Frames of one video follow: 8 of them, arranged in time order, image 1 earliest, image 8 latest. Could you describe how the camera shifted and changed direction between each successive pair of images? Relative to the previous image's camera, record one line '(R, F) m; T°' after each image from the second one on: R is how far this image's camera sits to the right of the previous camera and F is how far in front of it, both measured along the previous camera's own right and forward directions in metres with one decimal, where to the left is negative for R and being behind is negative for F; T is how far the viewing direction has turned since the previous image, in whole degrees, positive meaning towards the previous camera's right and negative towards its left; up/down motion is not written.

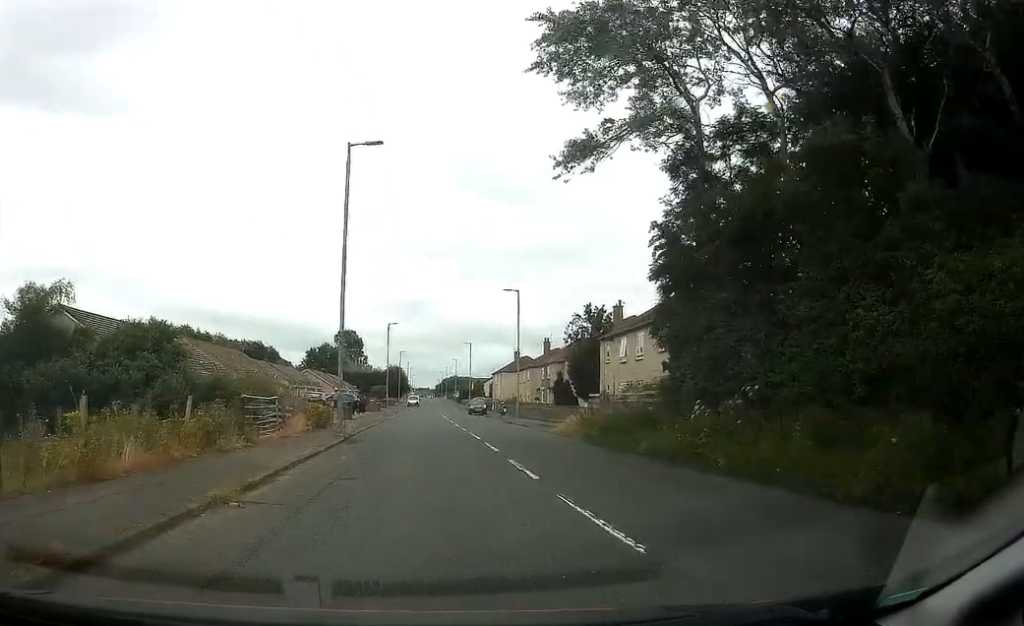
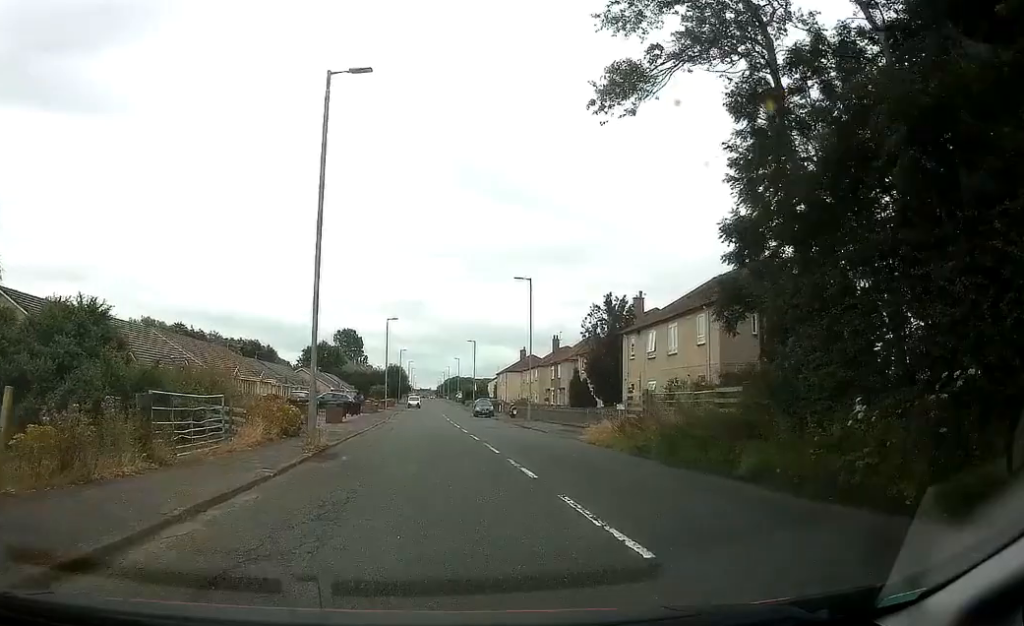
(0.0, +5.6) m; 0°
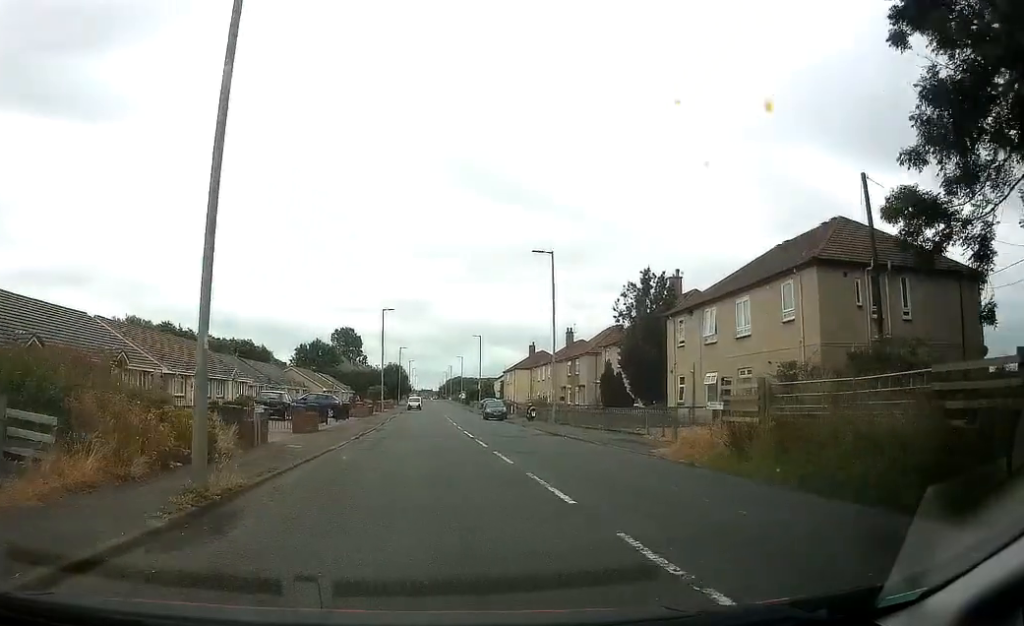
(0.0, +9.1) m; 0°
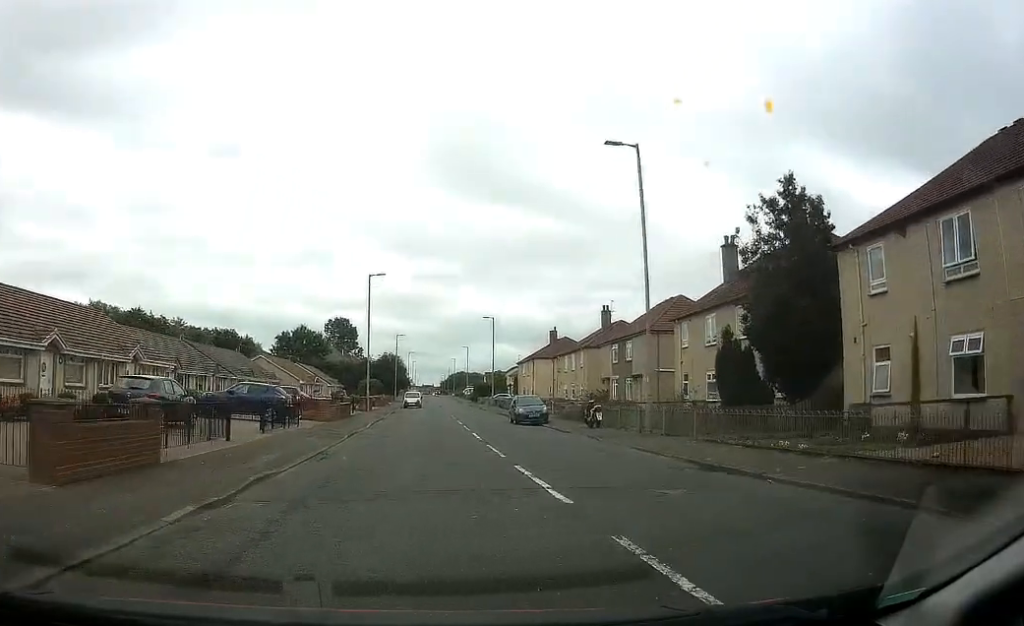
(0.0, +18.0) m; 0°
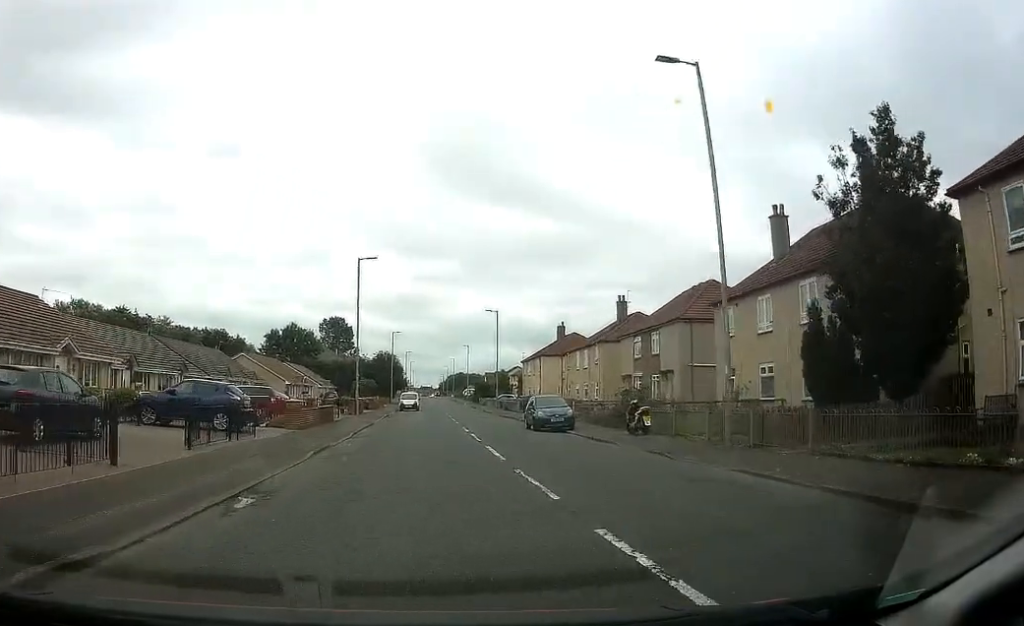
(0.0, +6.3) m; 0°
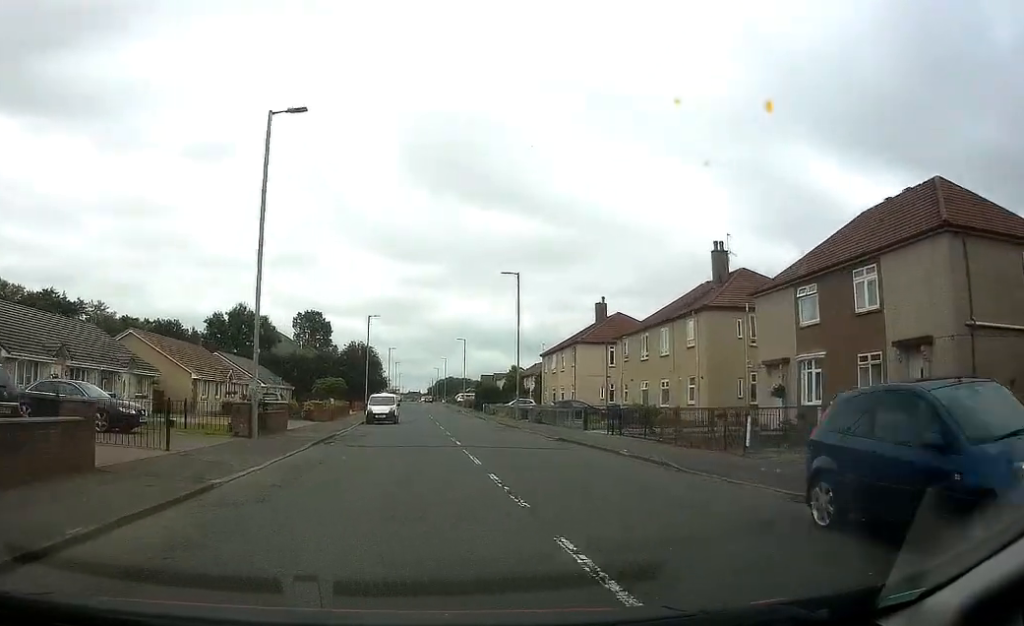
(-0.1, +25.1) m; +1°
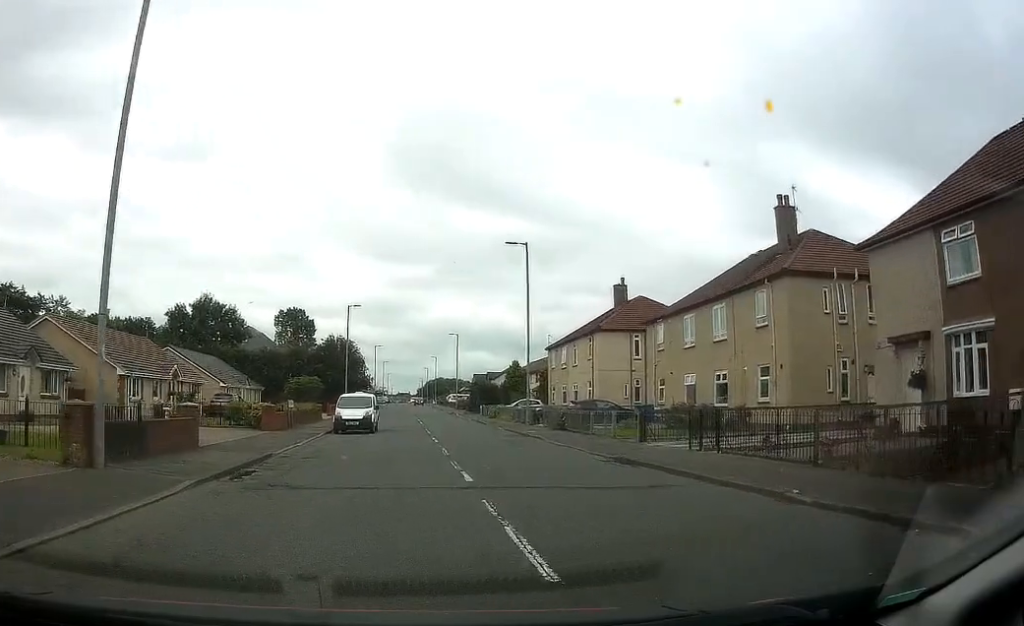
(+0.2, +9.4) m; +2°
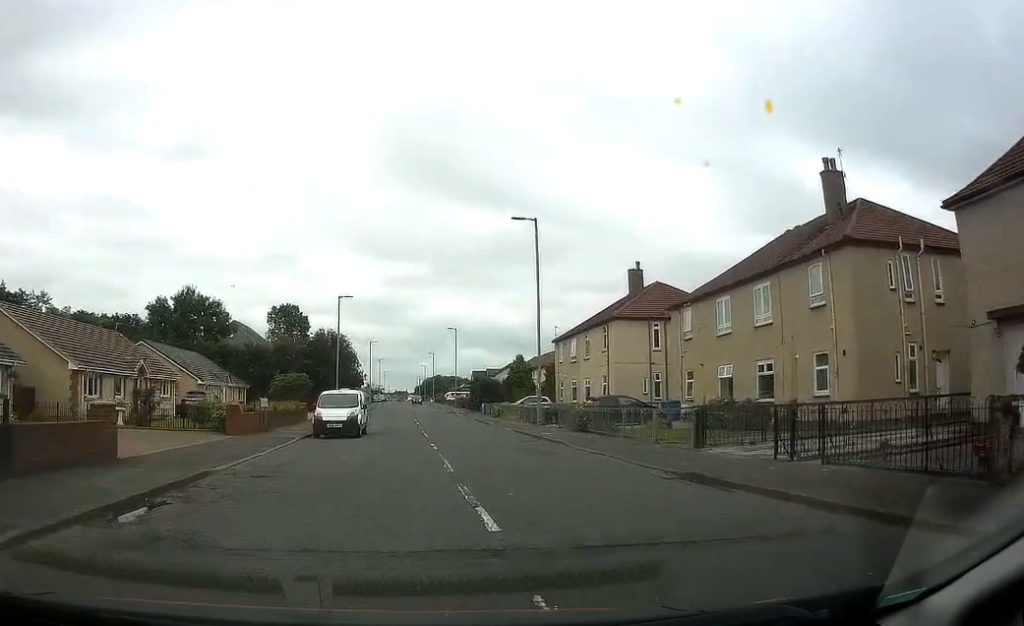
(0.0, +4.8) m; 0°
